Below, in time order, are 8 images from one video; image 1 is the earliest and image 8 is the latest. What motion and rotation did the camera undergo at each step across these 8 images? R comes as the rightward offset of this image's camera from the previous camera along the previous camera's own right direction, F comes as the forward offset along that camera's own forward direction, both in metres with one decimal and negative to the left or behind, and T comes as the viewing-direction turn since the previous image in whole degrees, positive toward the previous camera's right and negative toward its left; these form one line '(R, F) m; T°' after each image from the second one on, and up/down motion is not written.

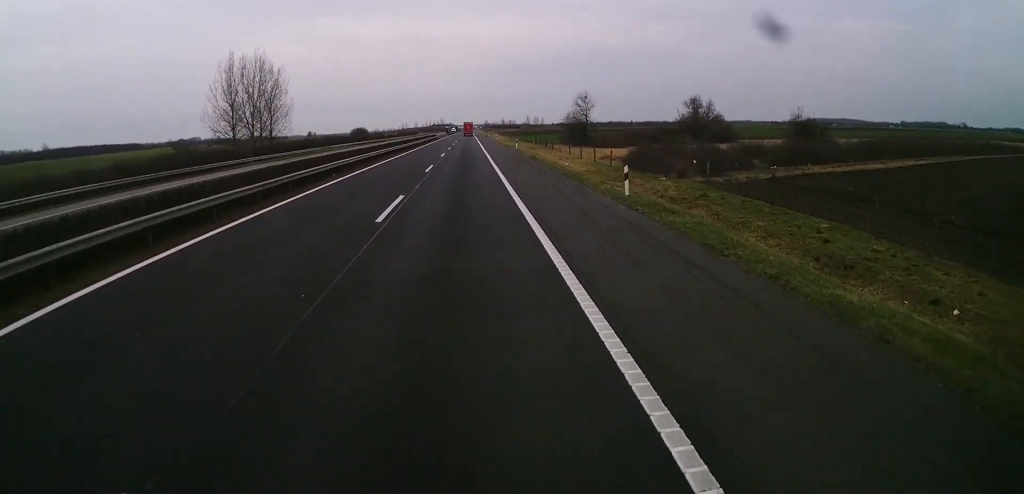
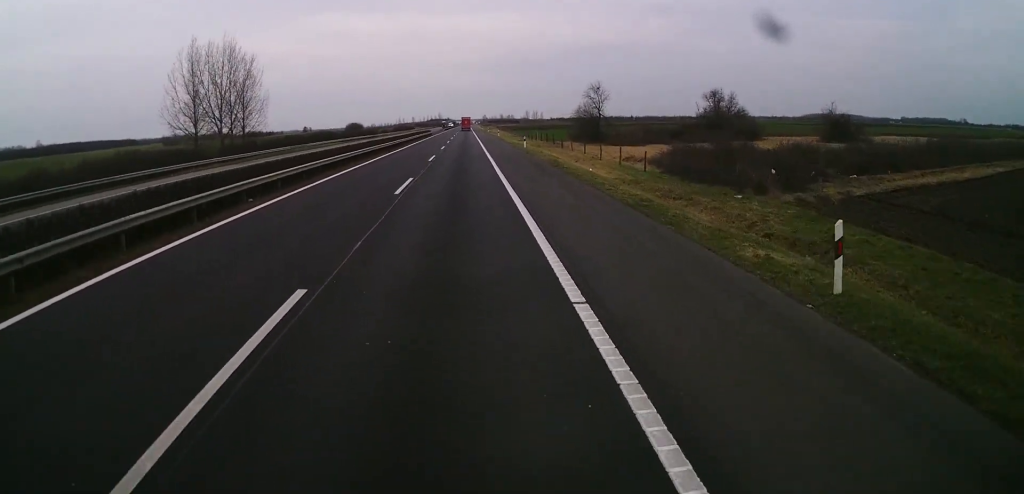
(+0.1, +13.1) m; 0°
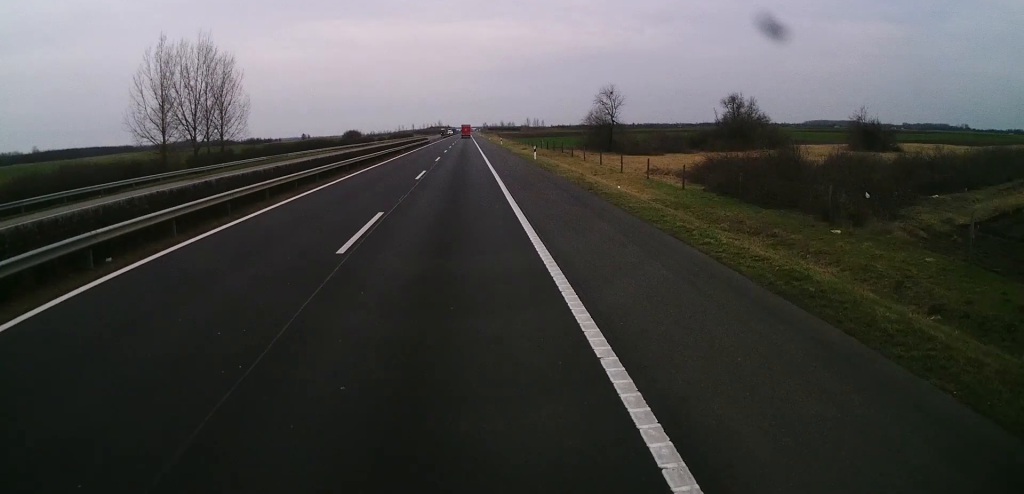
(0.0, +9.2) m; 0°
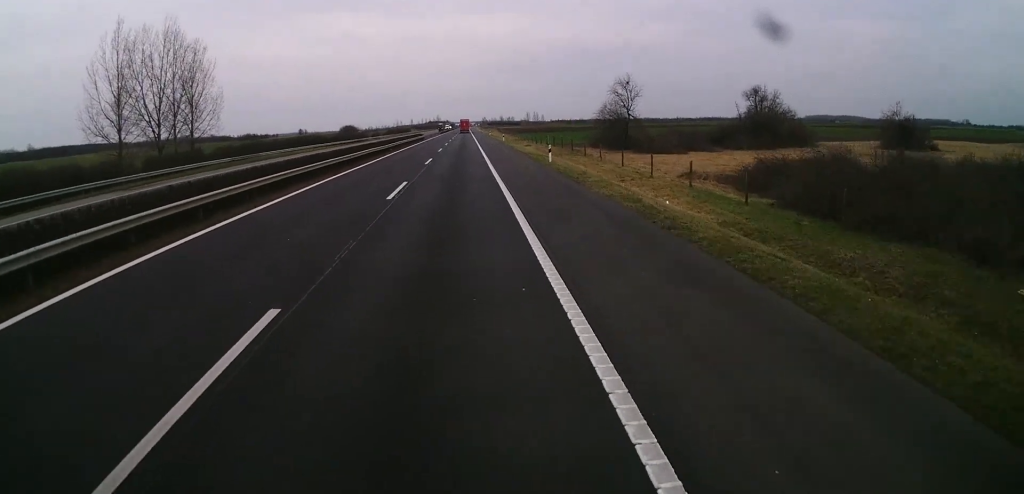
(0.0, +10.0) m; 0°
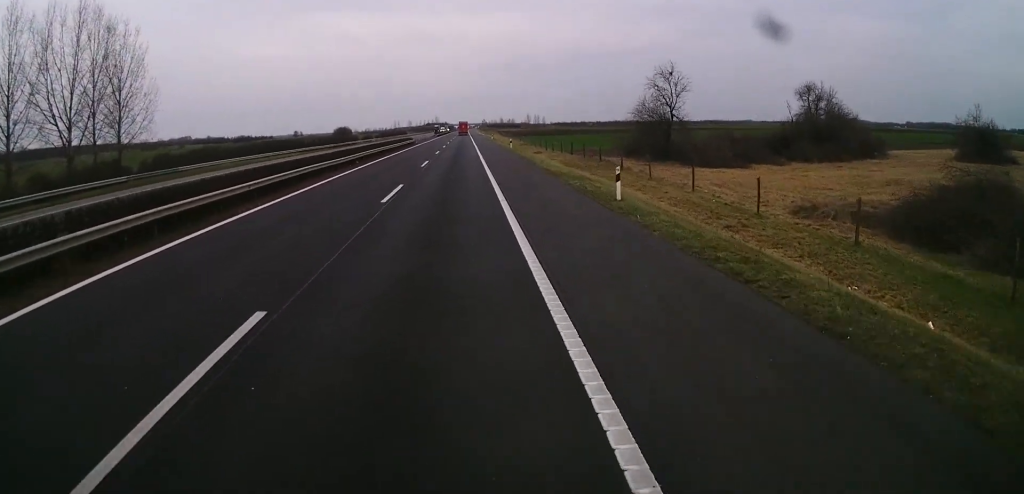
(+0.1, +18.4) m; +1°
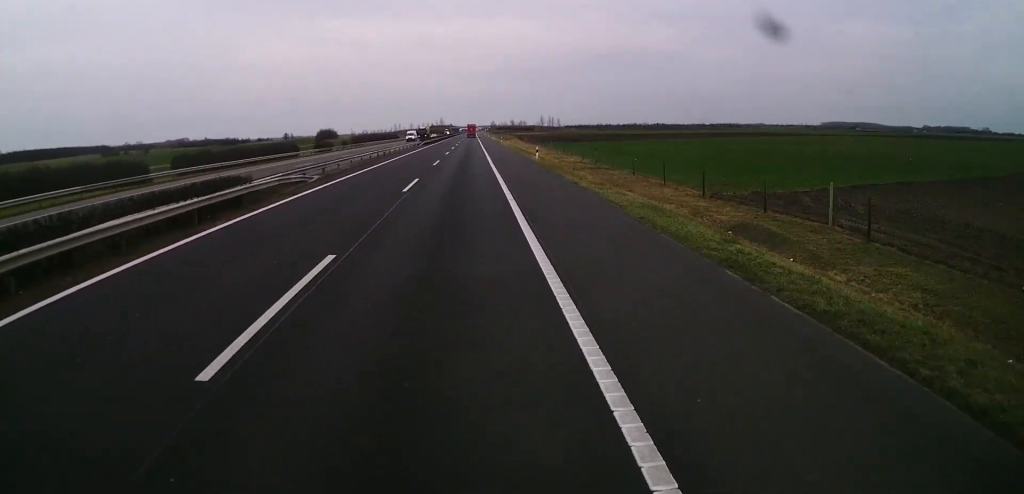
(-0.7, +70.0) m; 0°
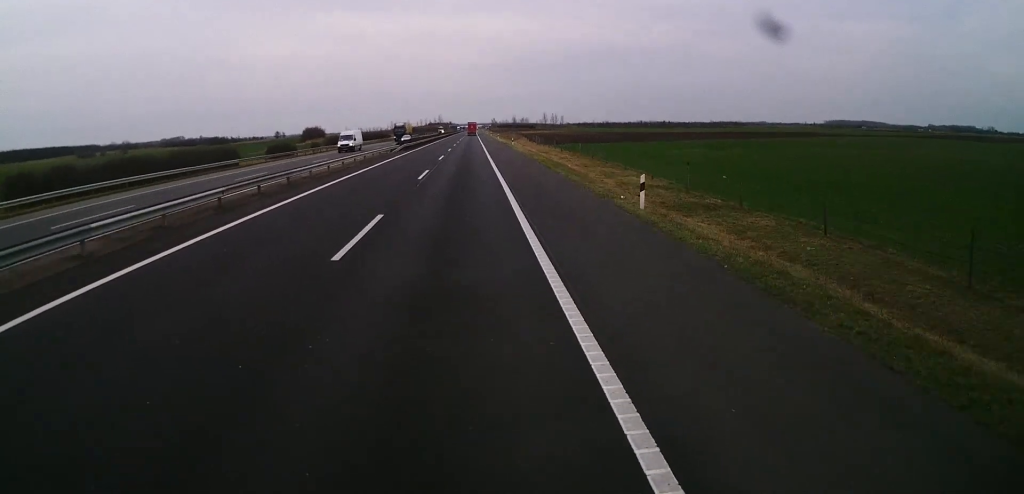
(+0.5, +30.8) m; 0°
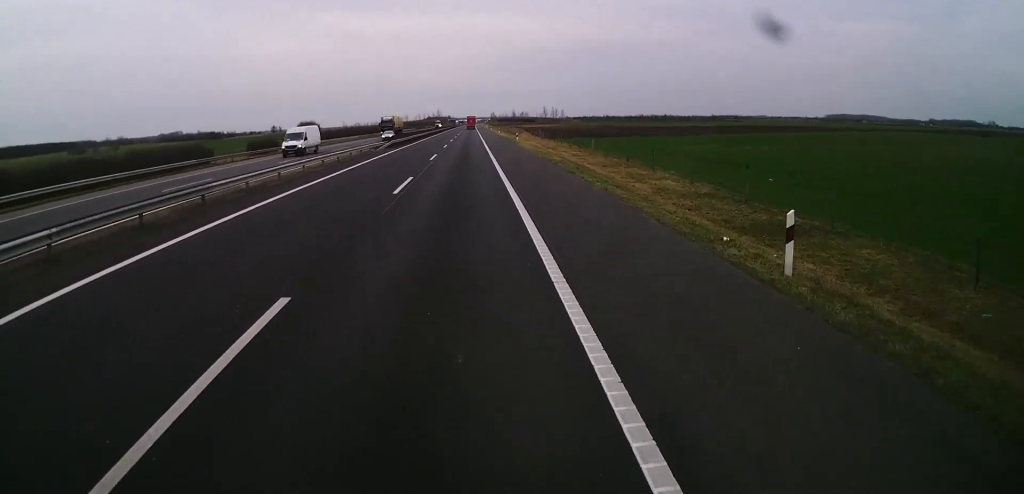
(0.0, +9.3) m; 0°
